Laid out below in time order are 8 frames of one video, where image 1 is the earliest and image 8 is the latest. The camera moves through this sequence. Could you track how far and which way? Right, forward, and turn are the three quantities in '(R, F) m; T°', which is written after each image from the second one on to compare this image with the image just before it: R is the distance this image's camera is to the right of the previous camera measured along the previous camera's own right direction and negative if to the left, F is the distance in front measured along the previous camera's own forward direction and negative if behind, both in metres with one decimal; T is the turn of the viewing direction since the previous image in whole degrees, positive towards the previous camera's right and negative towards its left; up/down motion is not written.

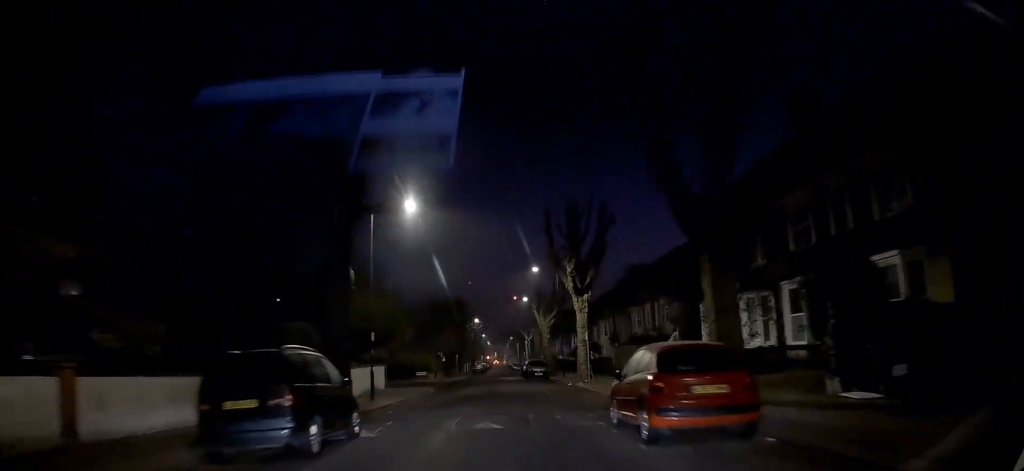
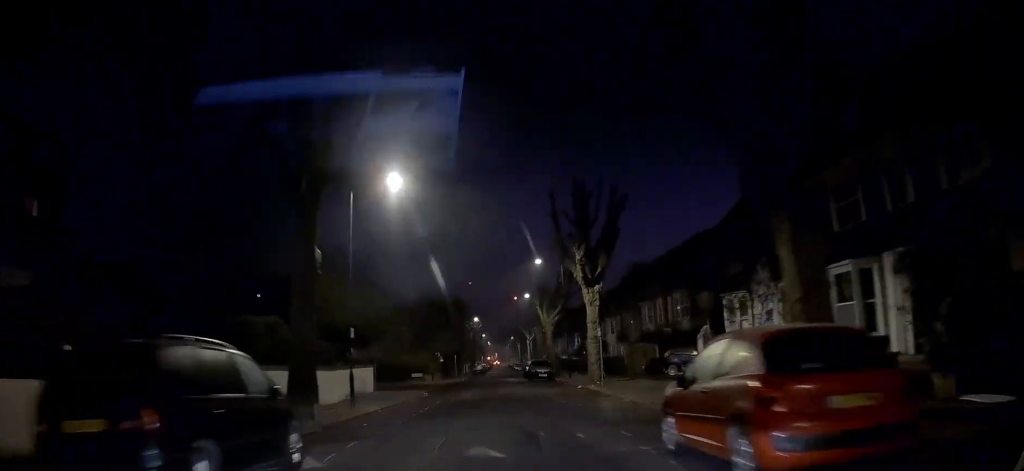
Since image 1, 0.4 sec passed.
(-0.1, +3.8) m; -1°
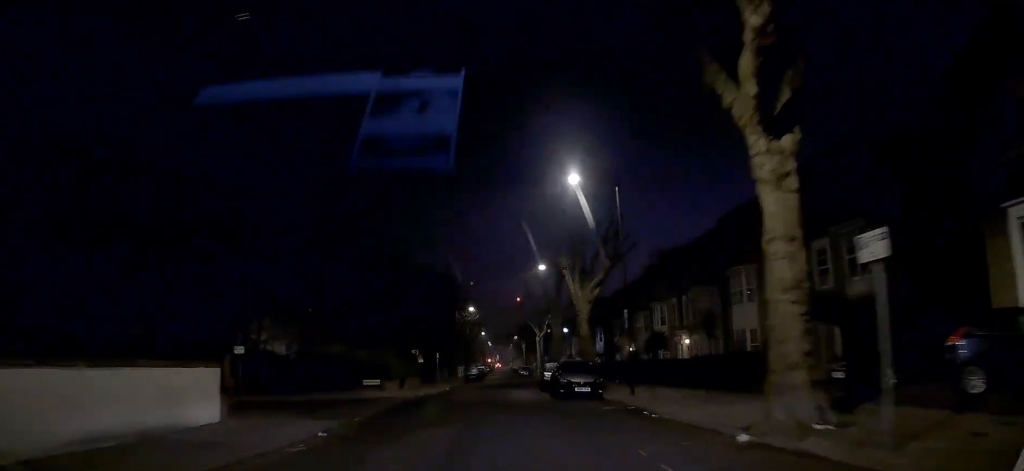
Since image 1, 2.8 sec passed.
(0.0, +20.5) m; +3°
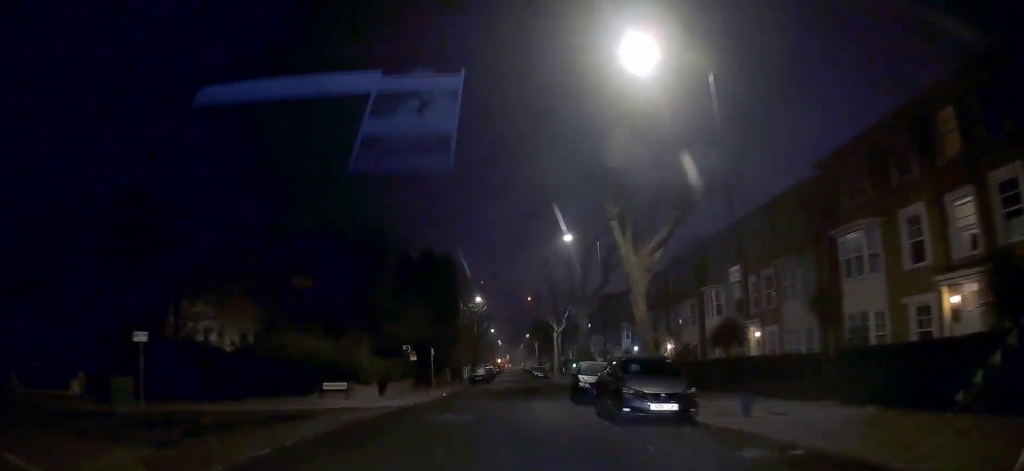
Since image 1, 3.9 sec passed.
(+0.3, +10.1) m; 0°
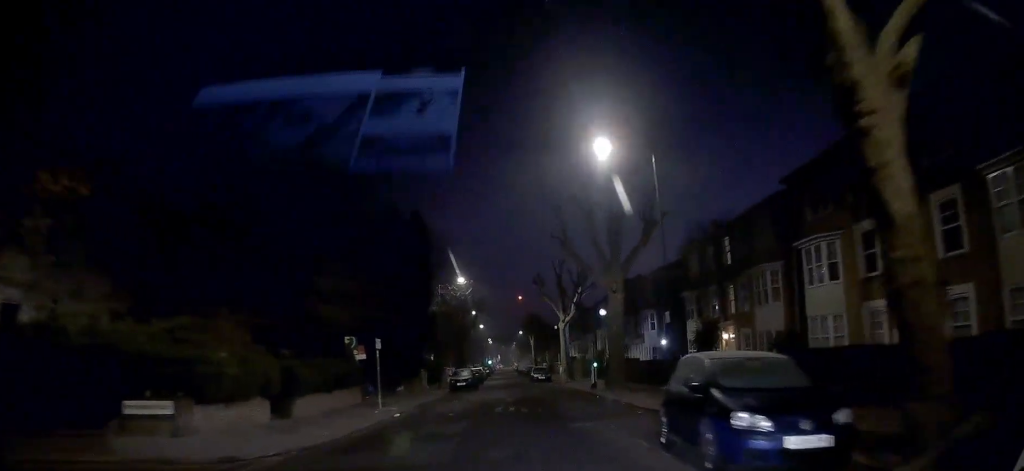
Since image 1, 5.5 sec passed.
(-0.4, +14.4) m; 0°
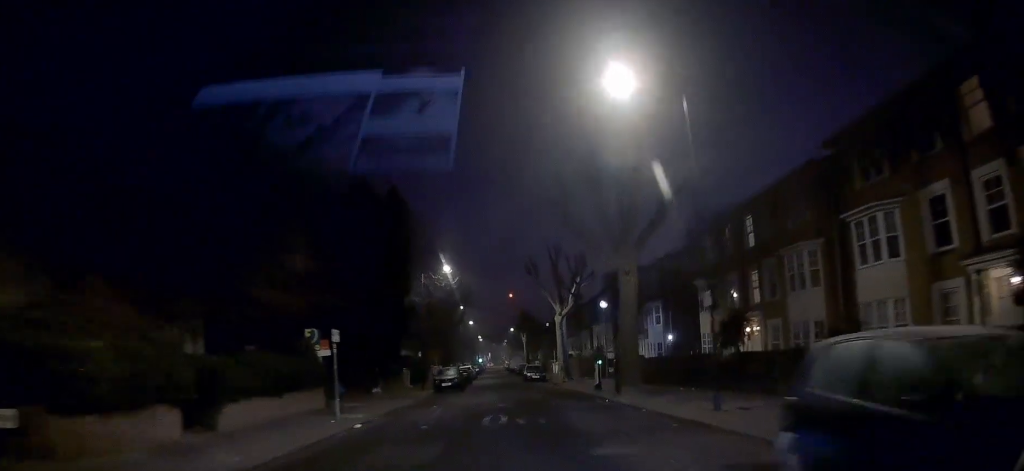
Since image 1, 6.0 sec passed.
(+0.1, +4.7) m; 0°
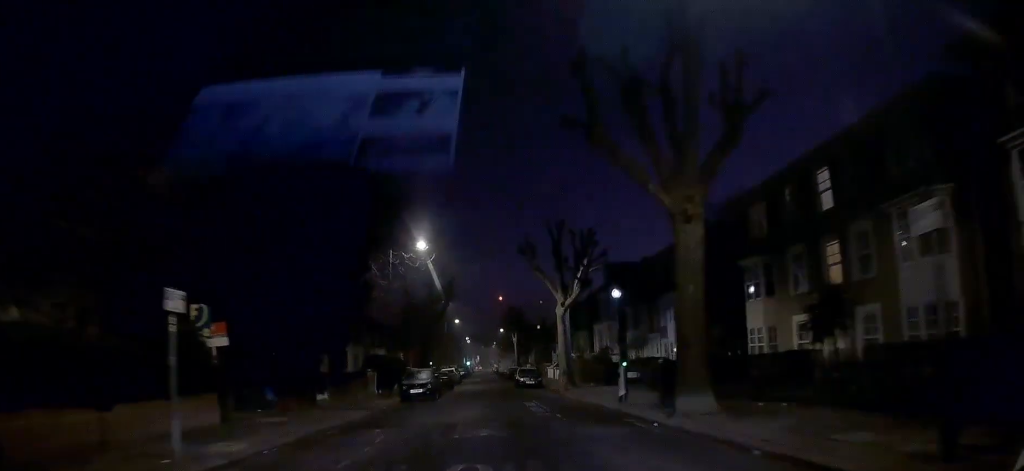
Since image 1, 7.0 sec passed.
(+0.1, +8.7) m; -1°
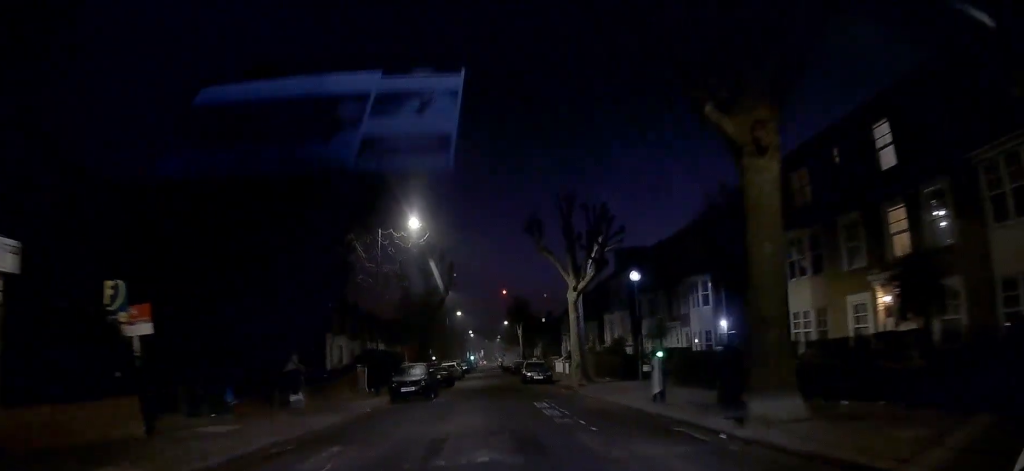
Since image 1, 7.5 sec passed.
(-0.1, +4.1) m; -1°
